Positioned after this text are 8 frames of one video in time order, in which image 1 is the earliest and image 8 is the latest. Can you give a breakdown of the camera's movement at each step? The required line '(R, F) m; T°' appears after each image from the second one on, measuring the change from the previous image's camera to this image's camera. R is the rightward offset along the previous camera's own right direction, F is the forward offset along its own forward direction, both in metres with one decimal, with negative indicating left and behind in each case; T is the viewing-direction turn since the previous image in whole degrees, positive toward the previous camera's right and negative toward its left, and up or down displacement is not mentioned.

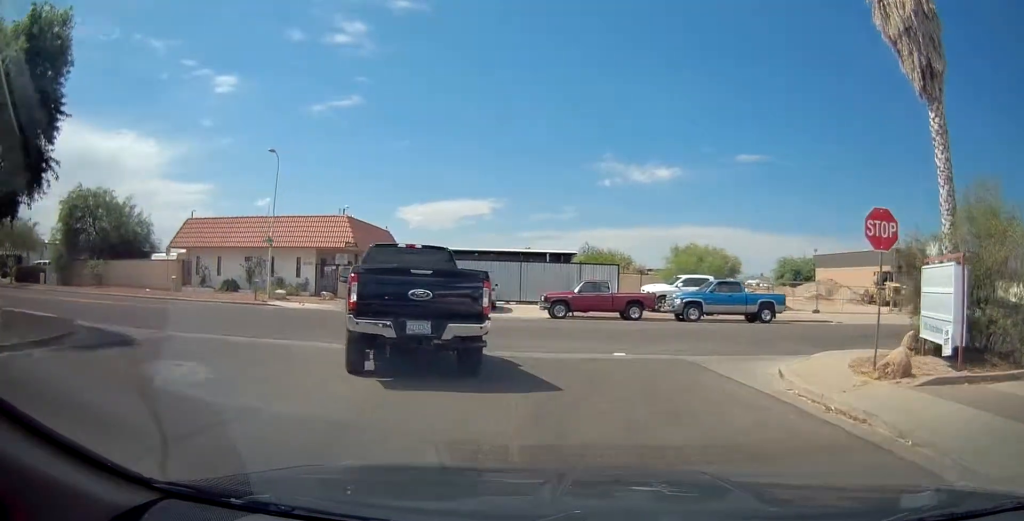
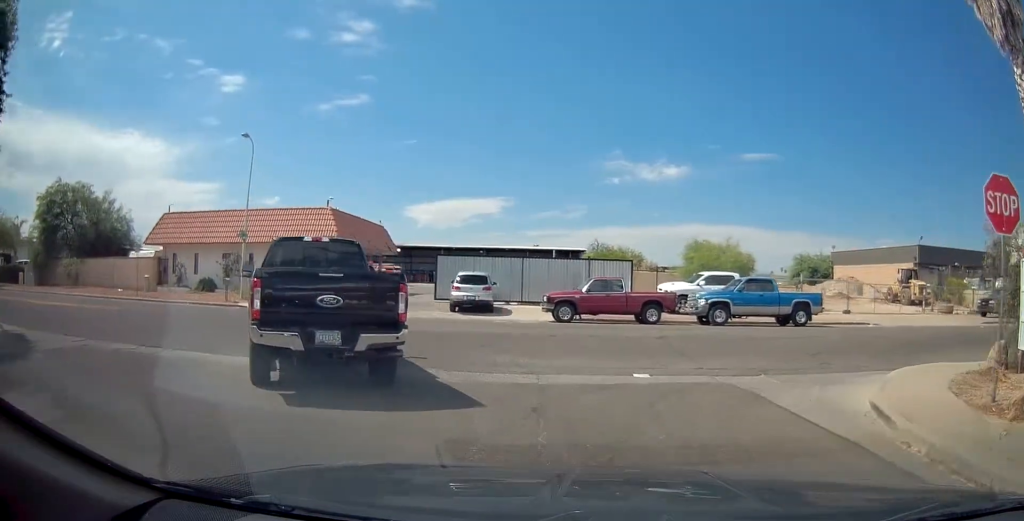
(0.0, +3.1) m; -2°
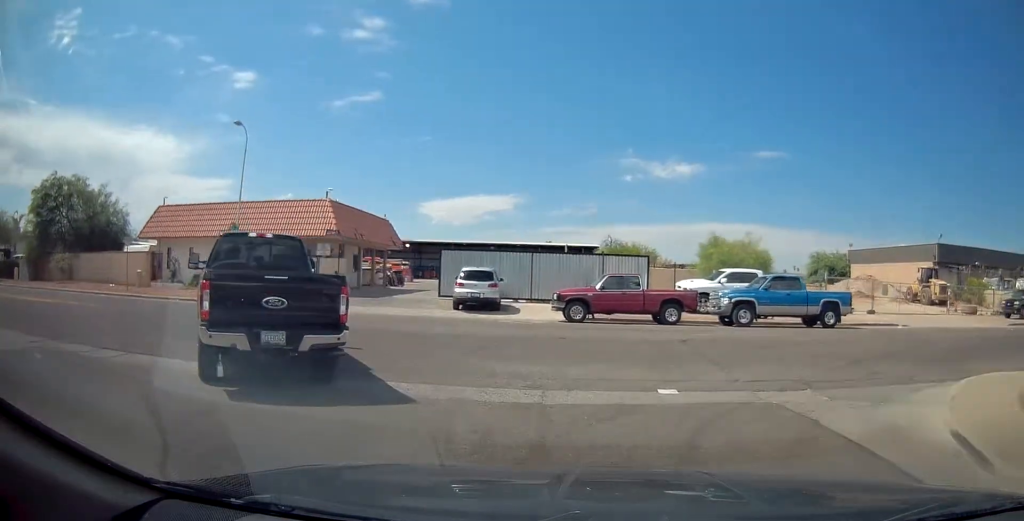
(+0.1, +1.6) m; -1°
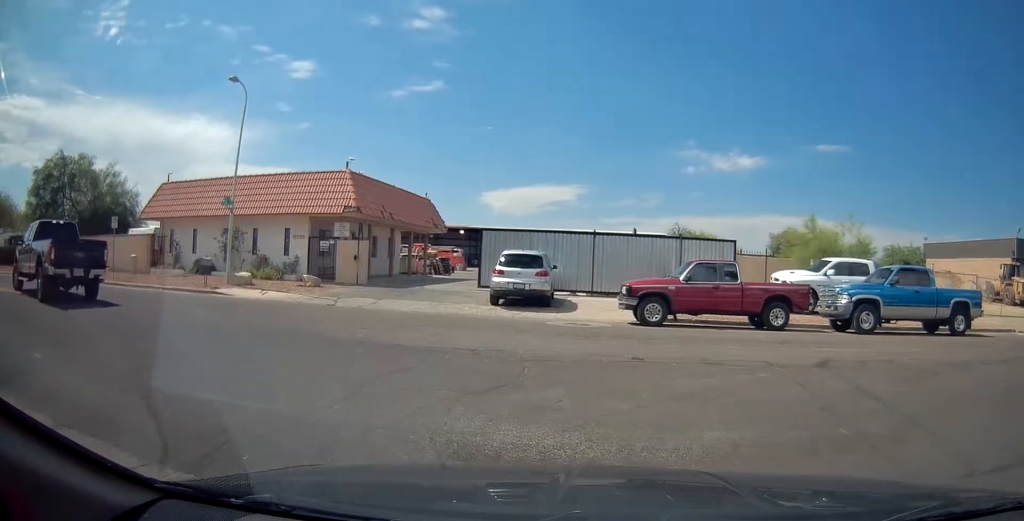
(-1.1, +5.4) m; -29°
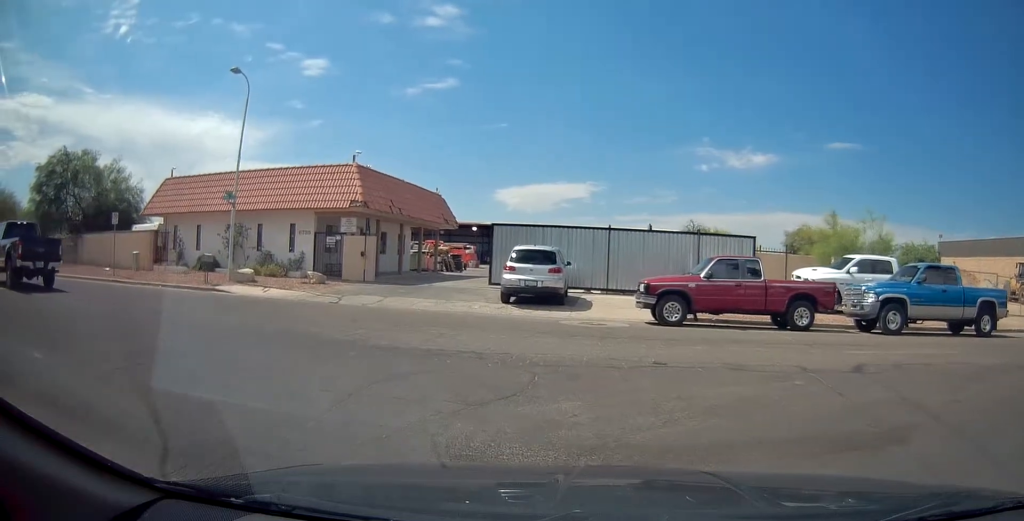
(-0.2, +1.3) m; -11°
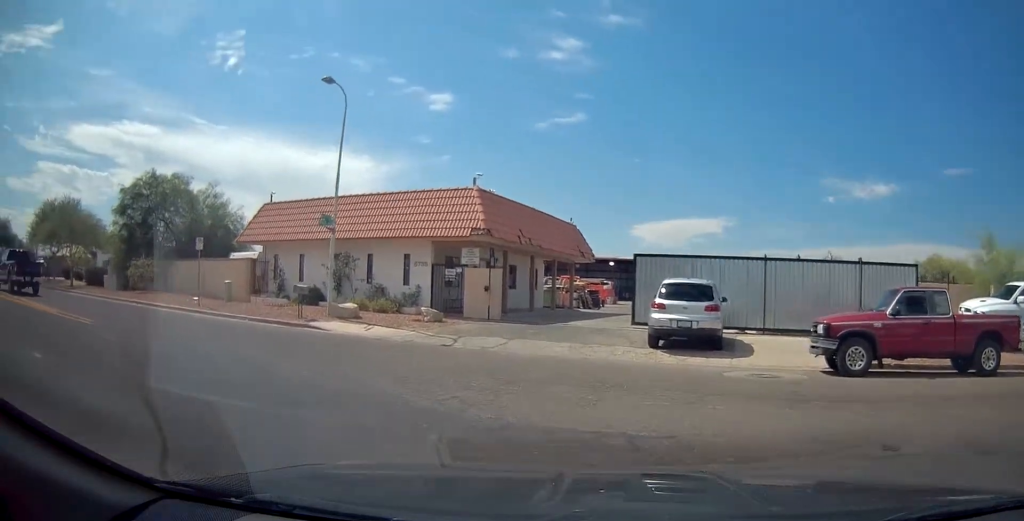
(-1.0, +4.4) m; -19°
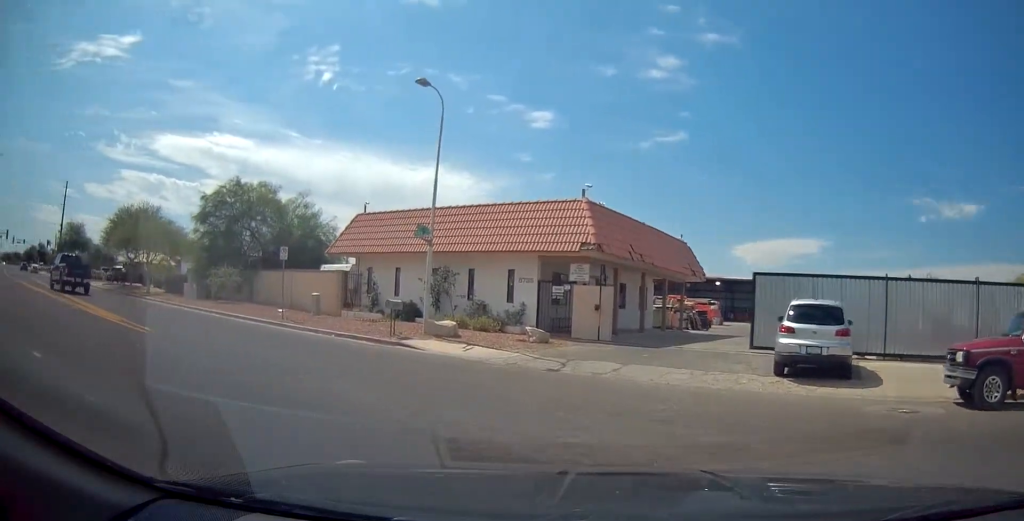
(-0.1, +1.9) m; -2°
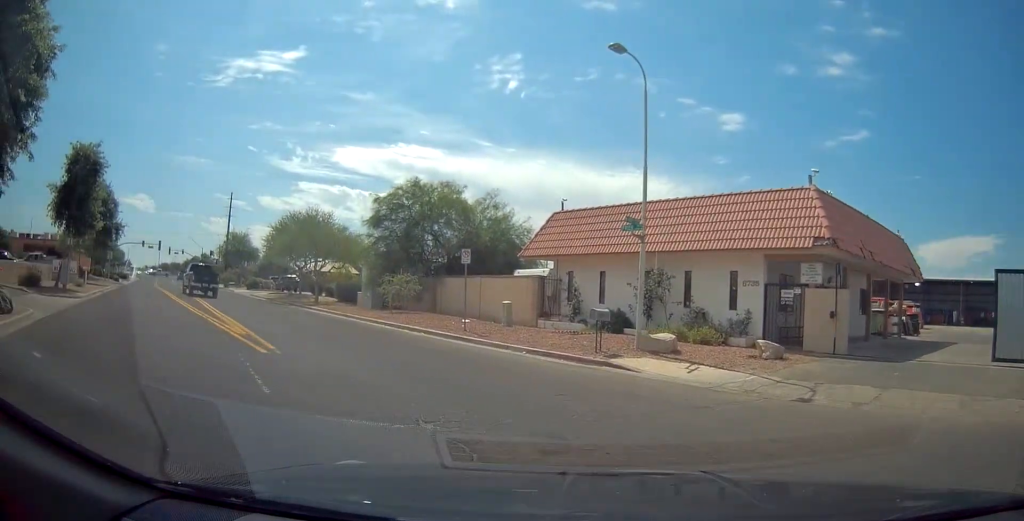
(-0.1, +4.0) m; -7°
